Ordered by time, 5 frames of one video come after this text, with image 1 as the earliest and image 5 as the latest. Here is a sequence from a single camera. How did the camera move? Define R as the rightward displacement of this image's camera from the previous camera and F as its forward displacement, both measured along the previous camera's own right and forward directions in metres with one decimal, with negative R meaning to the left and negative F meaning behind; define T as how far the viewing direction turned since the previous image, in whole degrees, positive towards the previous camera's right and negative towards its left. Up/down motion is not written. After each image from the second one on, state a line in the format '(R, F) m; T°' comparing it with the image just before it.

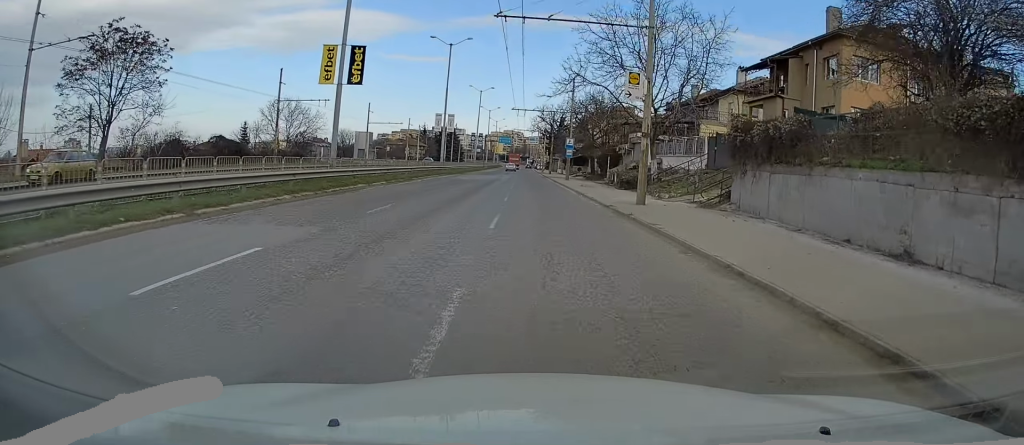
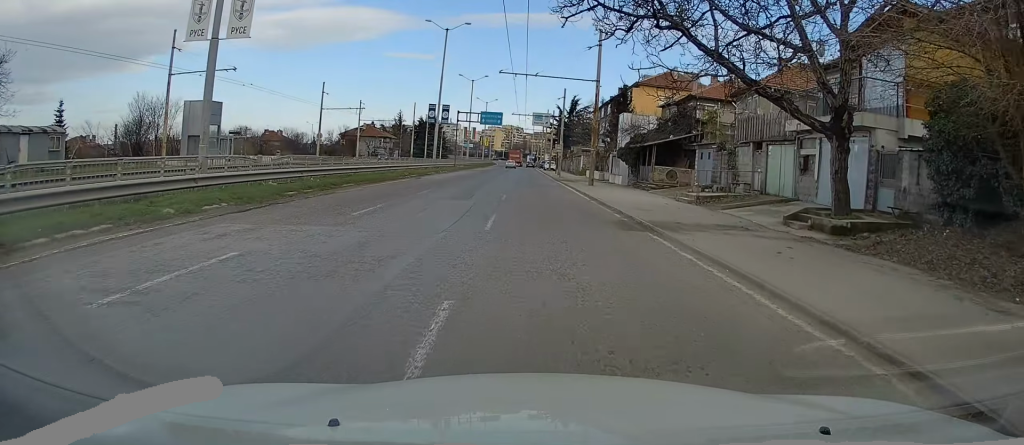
(+0.9, +54.5) m; +1°
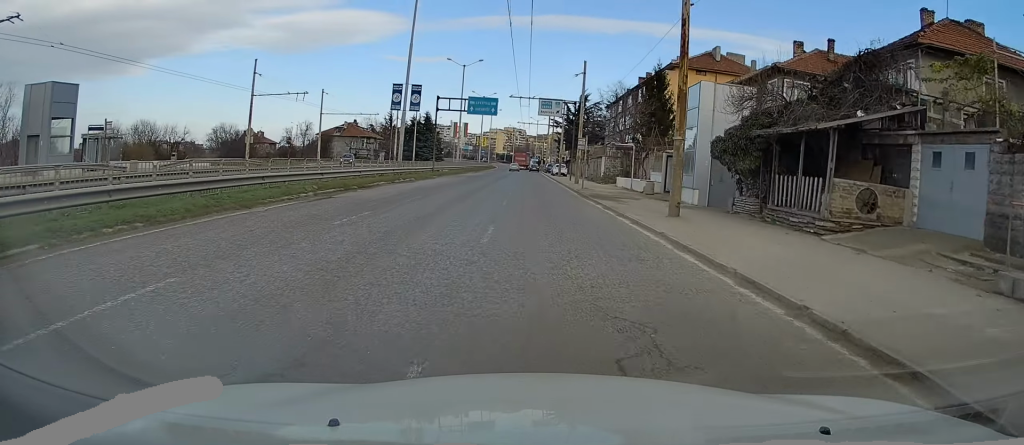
(-0.2, +20.2) m; 0°
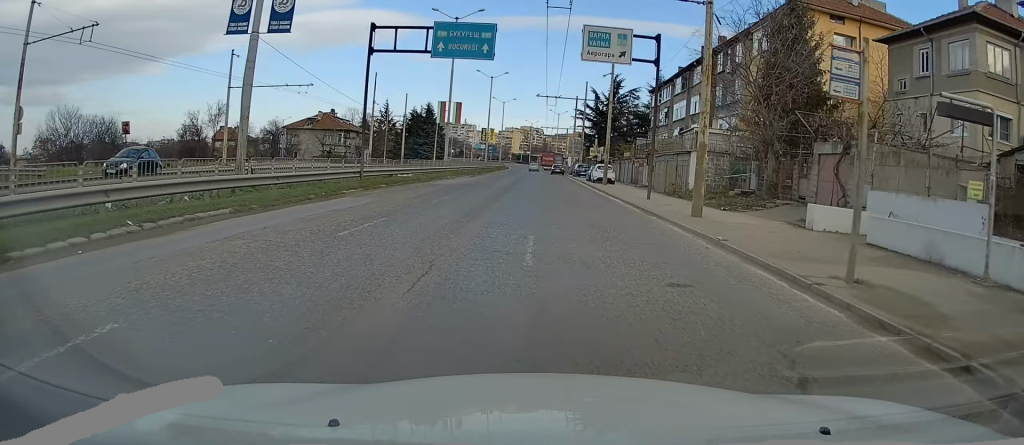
(-0.5, +29.2) m; -2°
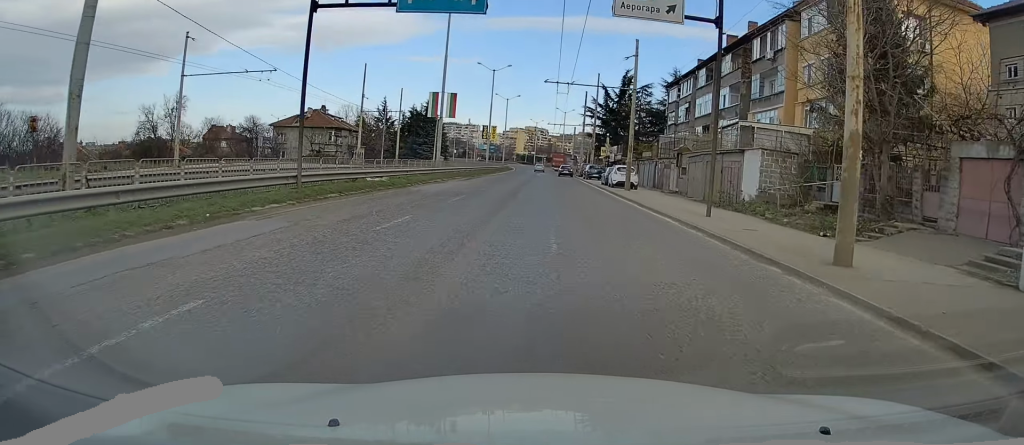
(0.0, +8.1) m; 0°
